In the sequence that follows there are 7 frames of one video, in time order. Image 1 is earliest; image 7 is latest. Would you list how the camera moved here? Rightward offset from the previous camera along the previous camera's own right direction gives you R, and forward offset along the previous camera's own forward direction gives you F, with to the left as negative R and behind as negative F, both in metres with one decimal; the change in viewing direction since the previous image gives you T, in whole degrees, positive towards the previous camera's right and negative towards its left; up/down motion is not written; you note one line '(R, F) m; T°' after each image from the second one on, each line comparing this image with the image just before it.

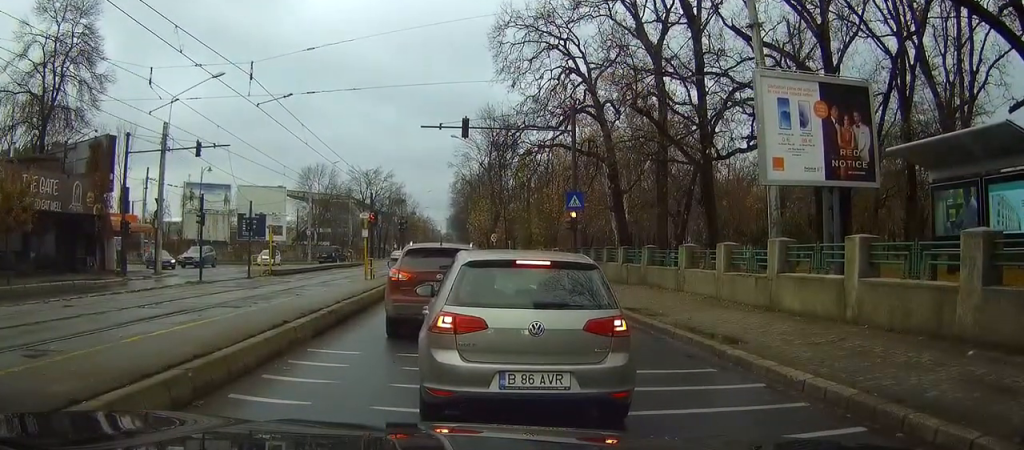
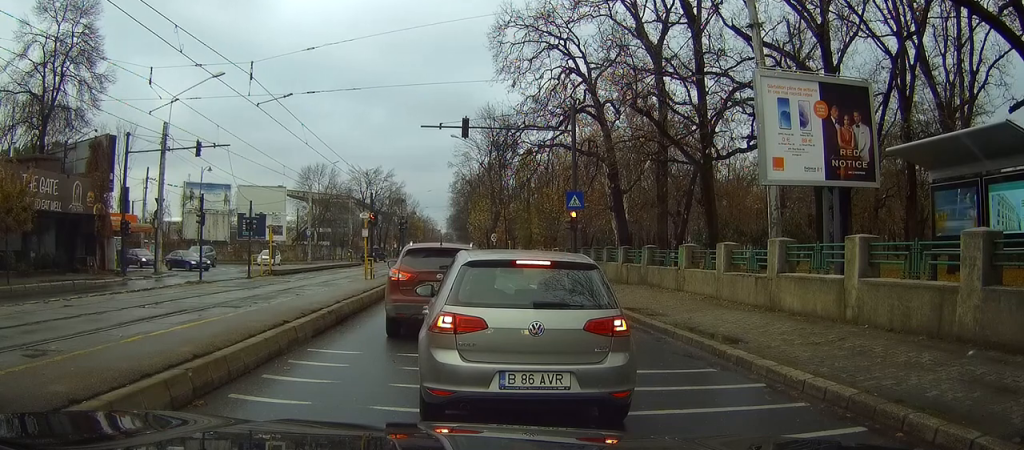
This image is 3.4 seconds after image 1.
(0.0, 0.0) m; 0°
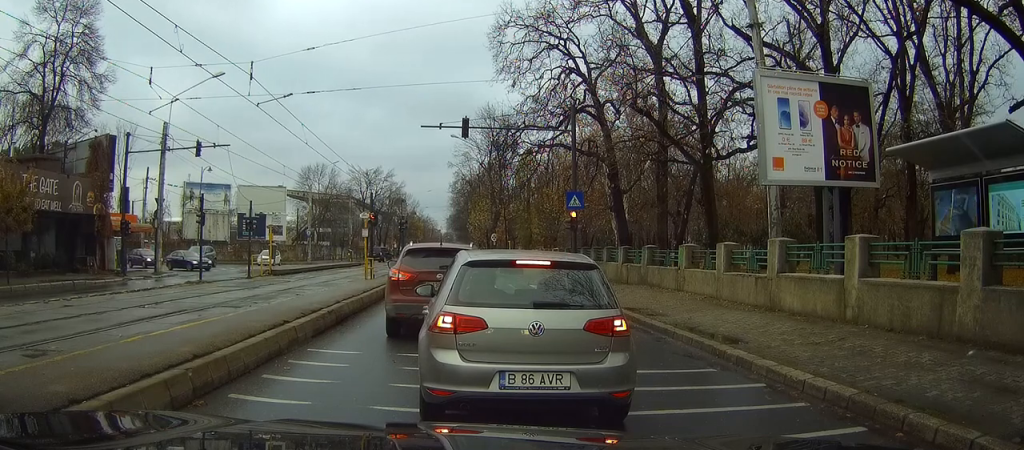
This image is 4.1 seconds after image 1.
(0.0, 0.0) m; 0°
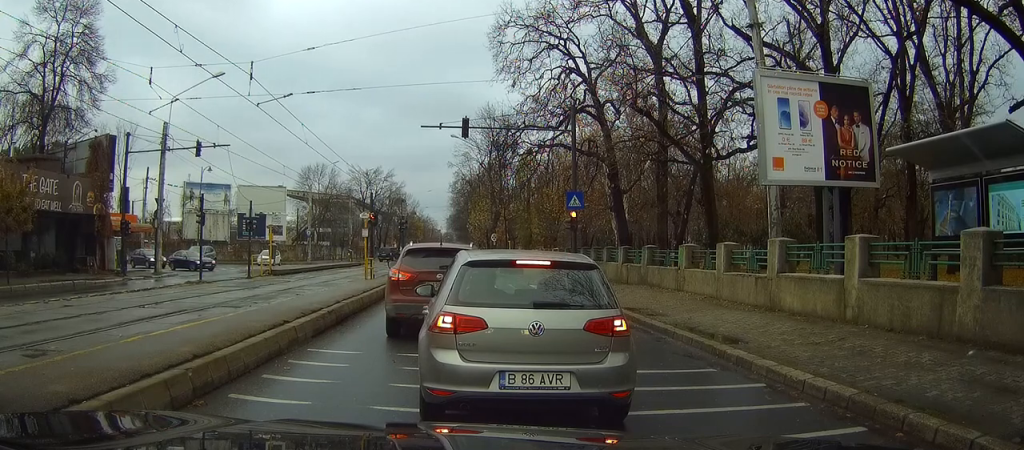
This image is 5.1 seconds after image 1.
(0.0, 0.0) m; 0°
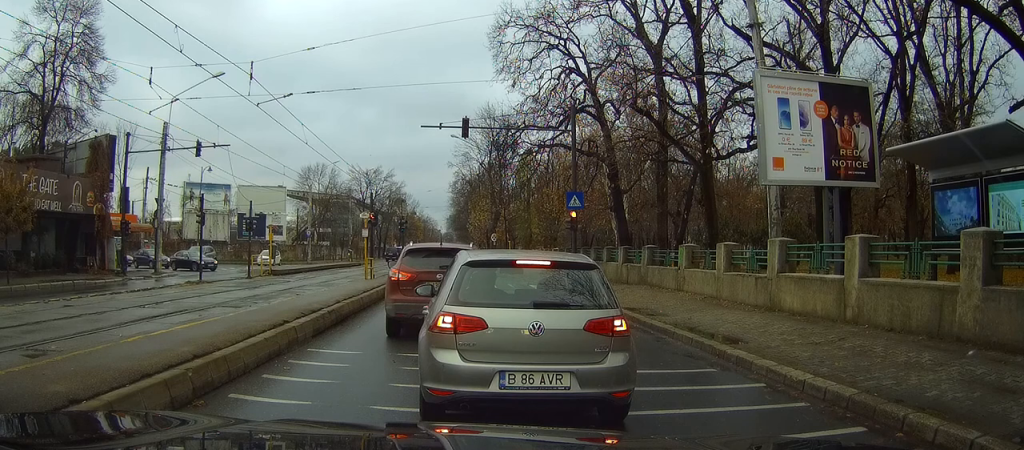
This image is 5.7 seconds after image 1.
(0.0, 0.0) m; 0°
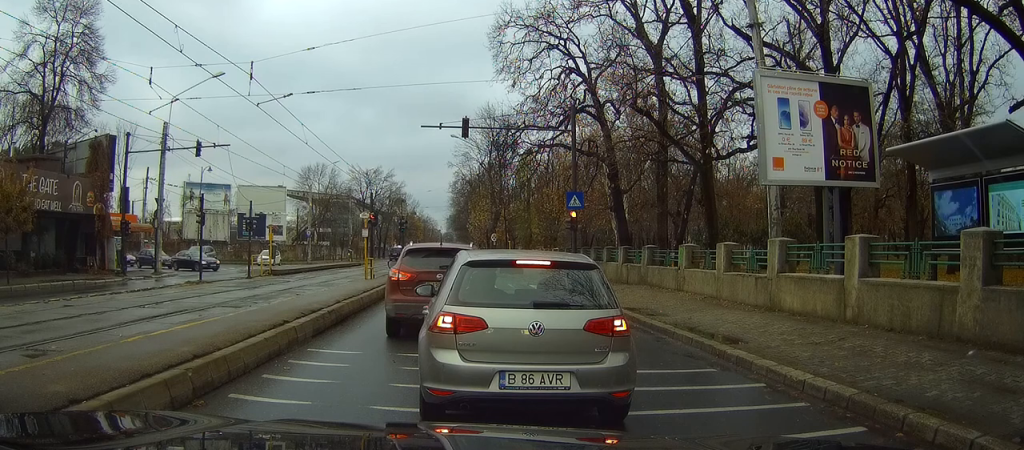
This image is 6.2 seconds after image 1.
(0.0, 0.0) m; 0°
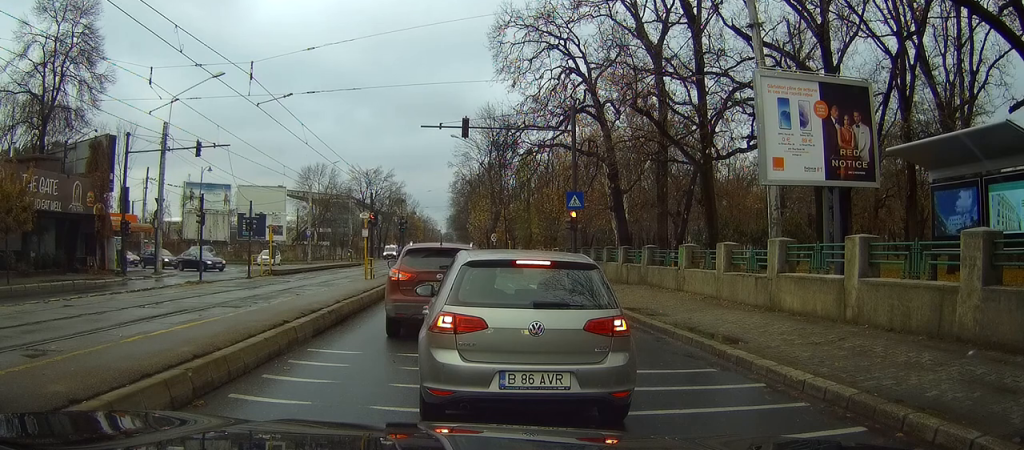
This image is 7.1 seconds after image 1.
(0.0, 0.0) m; 0°
